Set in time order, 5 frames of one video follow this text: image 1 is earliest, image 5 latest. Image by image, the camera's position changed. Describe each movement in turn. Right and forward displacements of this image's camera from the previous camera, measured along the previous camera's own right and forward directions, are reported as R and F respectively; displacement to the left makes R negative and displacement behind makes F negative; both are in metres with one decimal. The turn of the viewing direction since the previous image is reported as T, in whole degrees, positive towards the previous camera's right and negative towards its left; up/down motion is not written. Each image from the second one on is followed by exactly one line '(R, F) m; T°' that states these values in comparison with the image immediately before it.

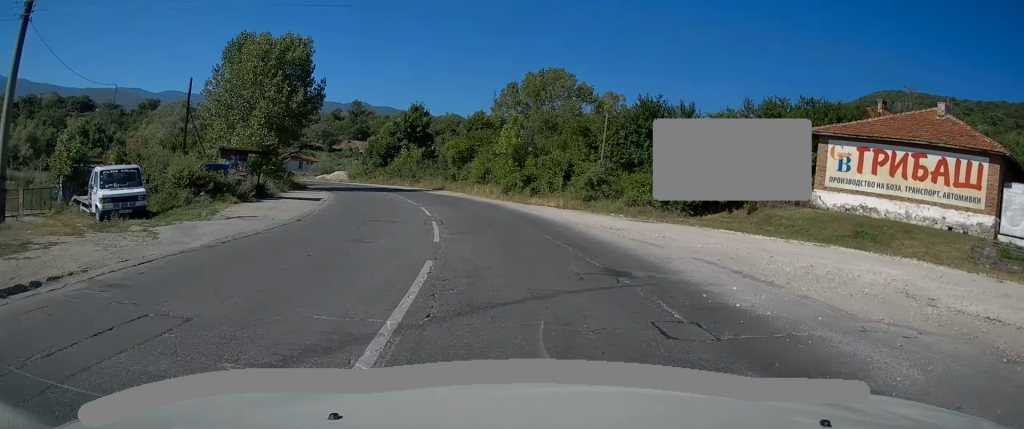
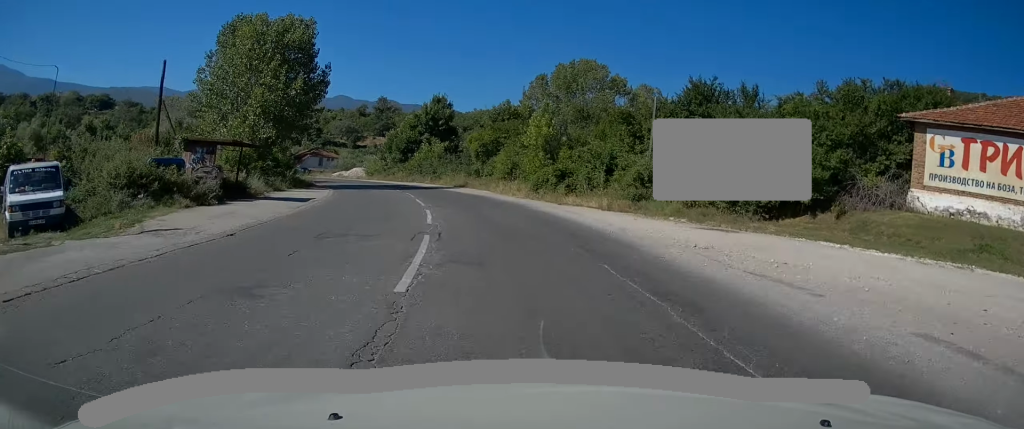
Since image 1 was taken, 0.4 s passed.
(-0.2, +6.2) m; -3°
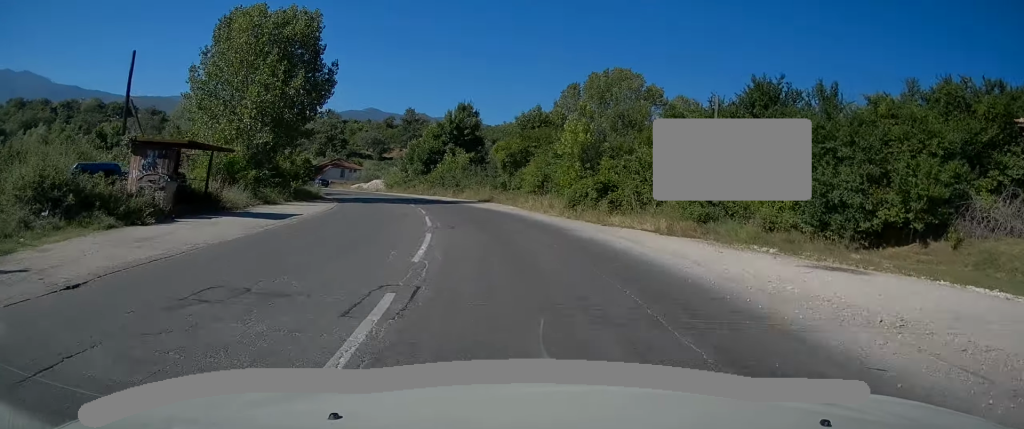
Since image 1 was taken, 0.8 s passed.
(-0.1, +5.7) m; -2°
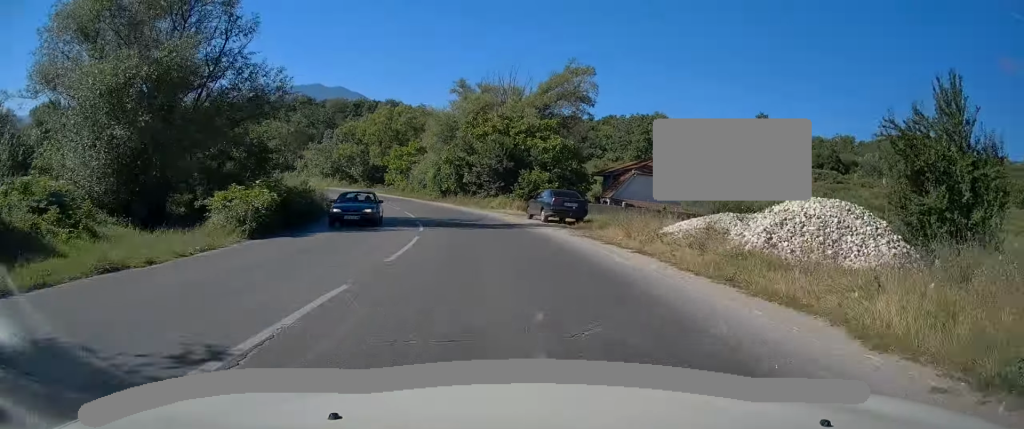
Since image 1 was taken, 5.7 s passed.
(-17.6, +68.4) m; -29°
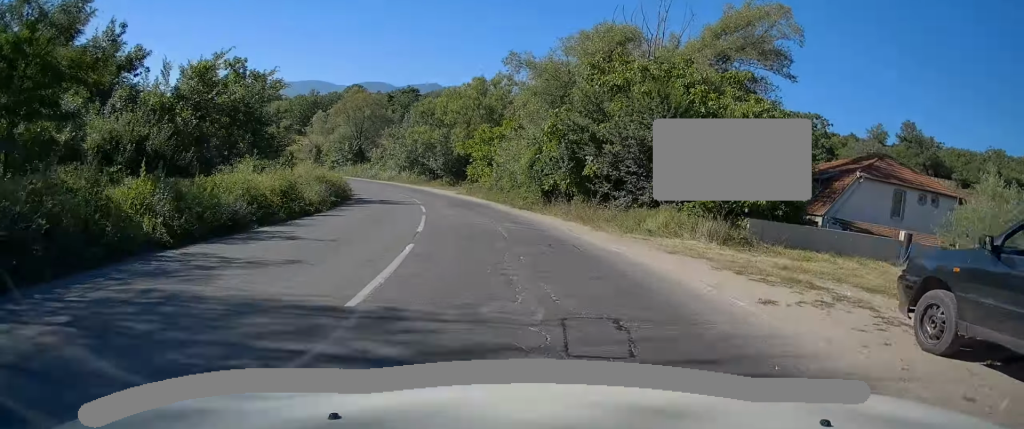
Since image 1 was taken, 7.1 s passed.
(-1.5, +22.7) m; -9°
